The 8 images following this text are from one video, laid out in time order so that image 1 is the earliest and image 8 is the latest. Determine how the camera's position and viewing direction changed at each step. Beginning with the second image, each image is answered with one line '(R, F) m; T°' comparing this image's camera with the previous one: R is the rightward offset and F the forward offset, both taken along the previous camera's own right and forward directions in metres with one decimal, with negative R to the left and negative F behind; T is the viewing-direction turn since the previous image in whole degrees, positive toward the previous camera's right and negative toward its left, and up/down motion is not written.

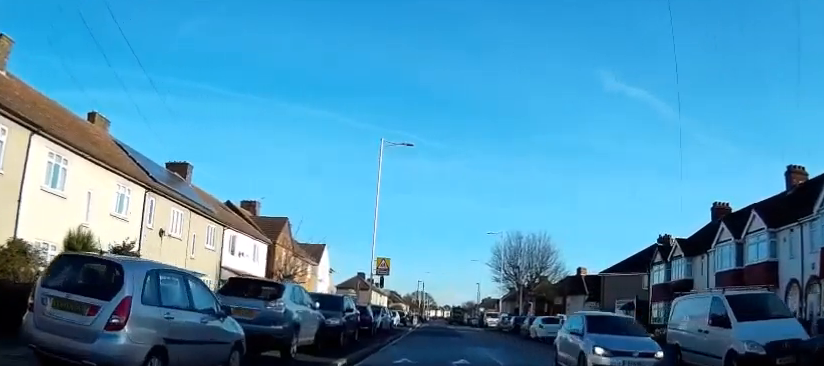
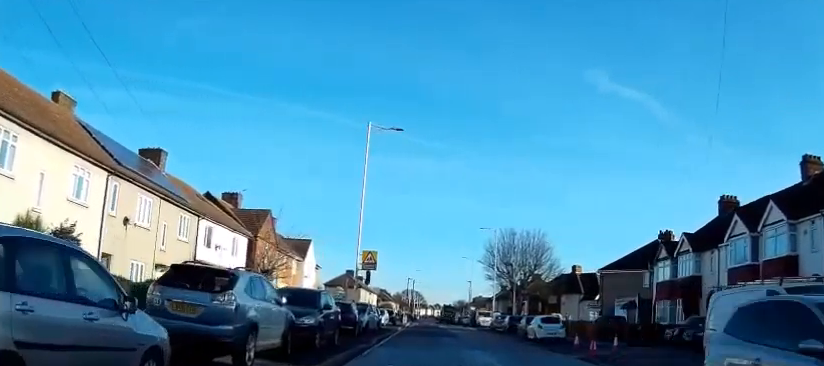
(0.0, +2.6) m; 0°
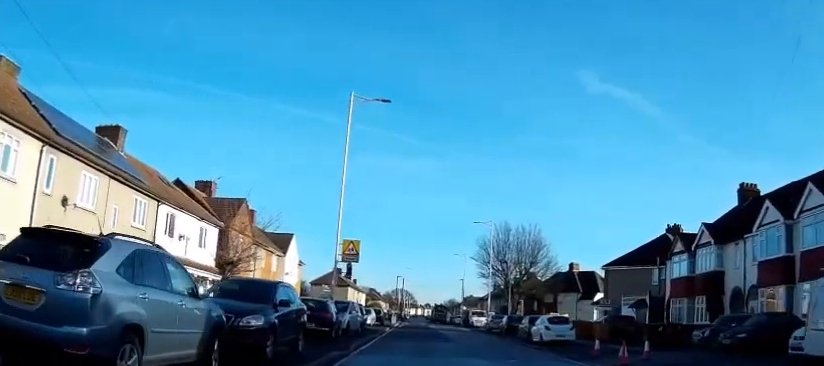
(0.0, +4.1) m; 0°
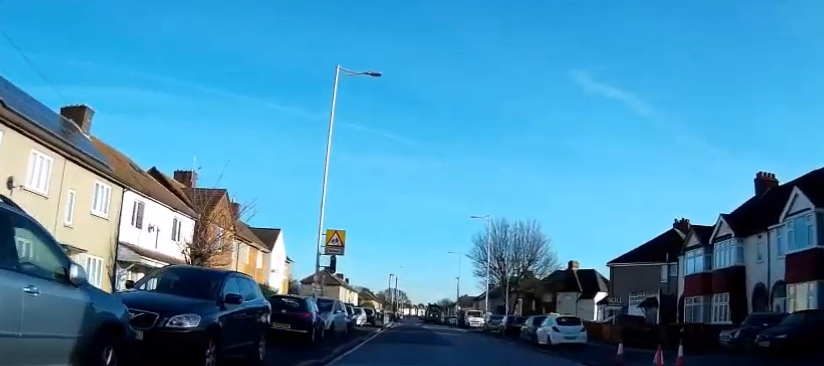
(0.0, +3.1) m; 0°
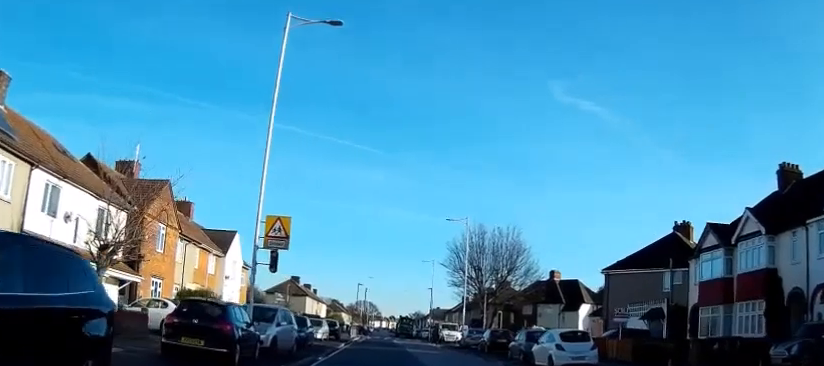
(0.0, +5.4) m; +2°
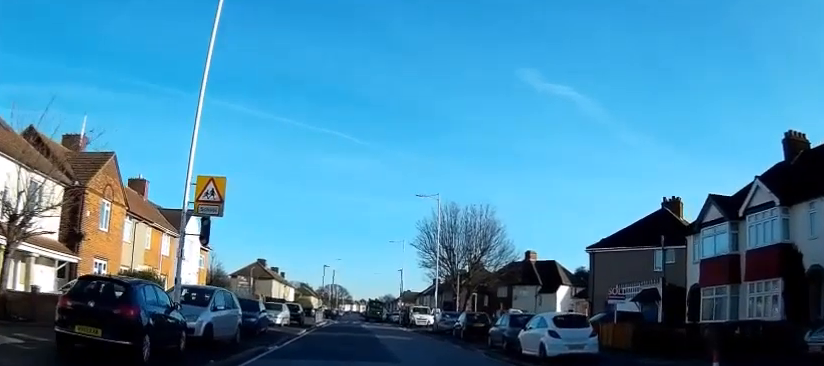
(0.0, +3.5) m; +5°
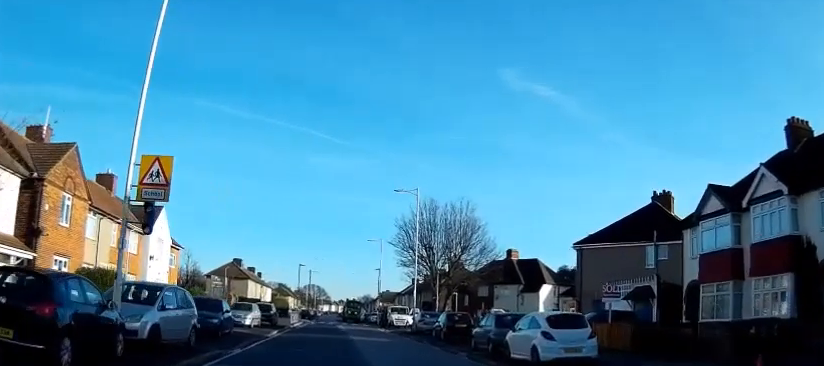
(+0.2, +2.1) m; +5°
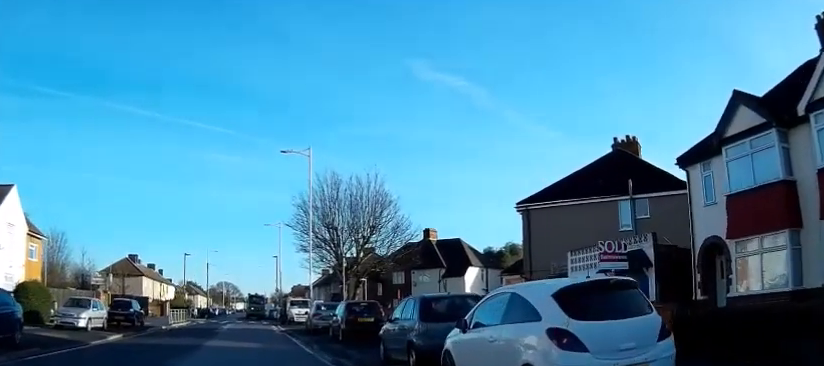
(+1.3, +9.8) m; +16°
